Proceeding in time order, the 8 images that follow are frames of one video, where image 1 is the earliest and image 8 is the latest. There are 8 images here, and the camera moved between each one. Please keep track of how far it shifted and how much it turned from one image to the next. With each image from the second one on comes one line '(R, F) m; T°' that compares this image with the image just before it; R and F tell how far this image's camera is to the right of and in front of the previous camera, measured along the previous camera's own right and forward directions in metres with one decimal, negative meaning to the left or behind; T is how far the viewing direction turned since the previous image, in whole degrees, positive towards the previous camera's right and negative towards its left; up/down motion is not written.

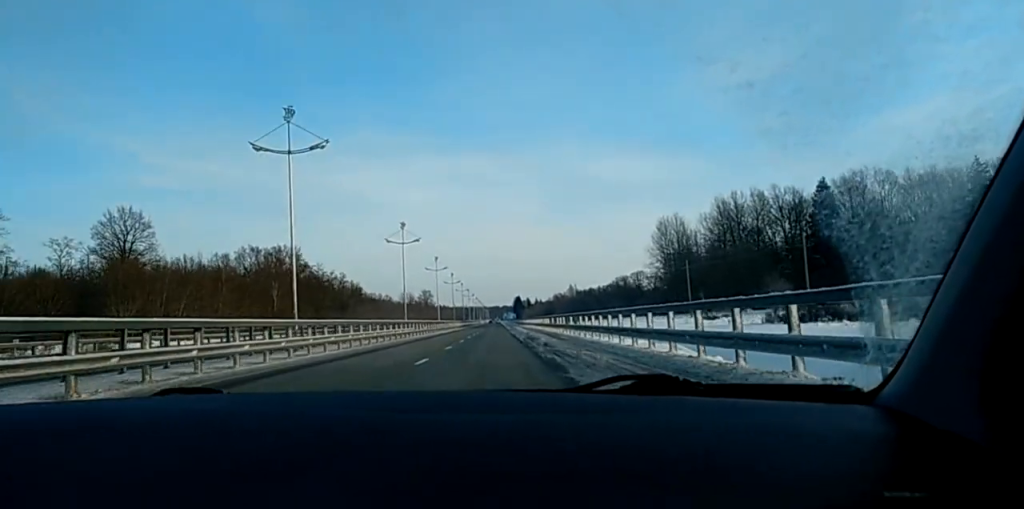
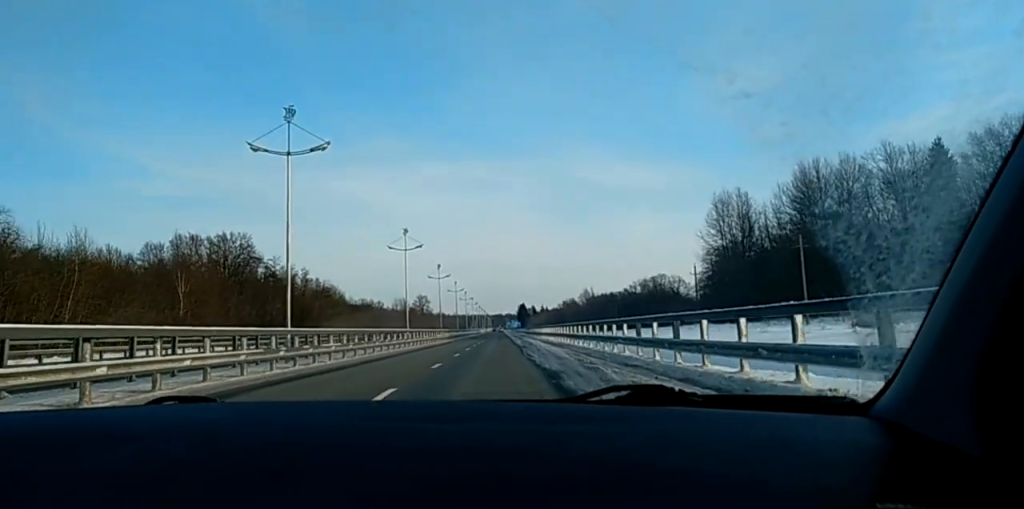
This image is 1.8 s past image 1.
(+0.8, +45.6) m; +1°
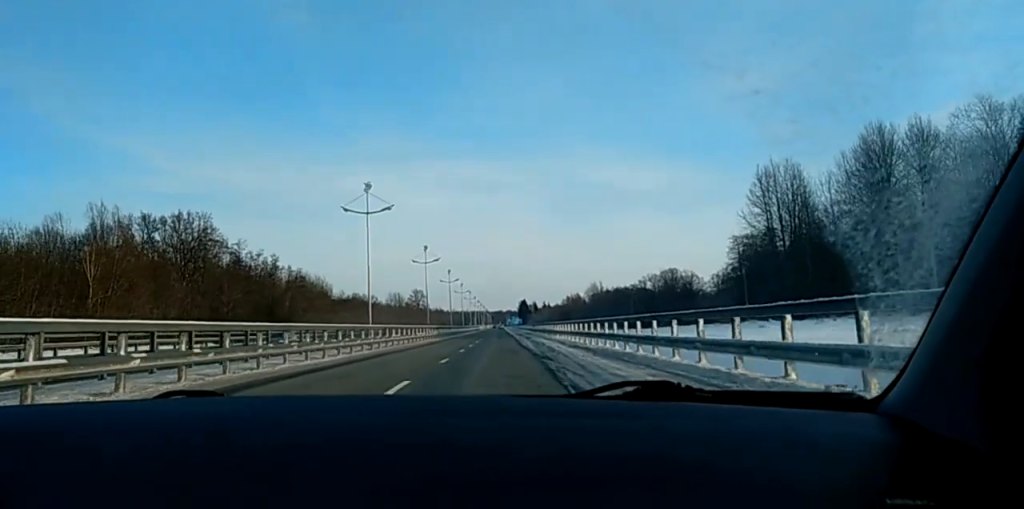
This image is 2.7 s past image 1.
(-0.2, +23.1) m; -1°
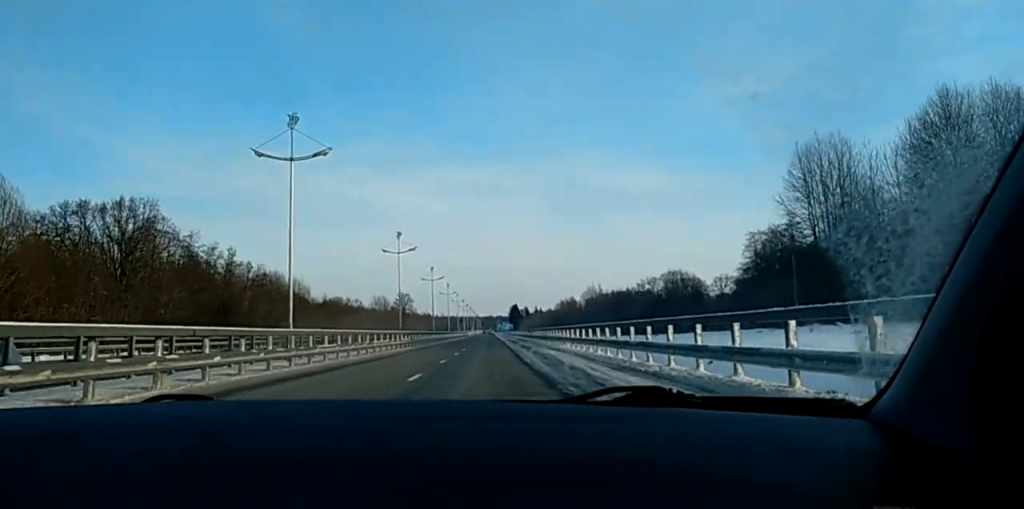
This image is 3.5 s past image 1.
(-0.2, +19.2) m; 0°
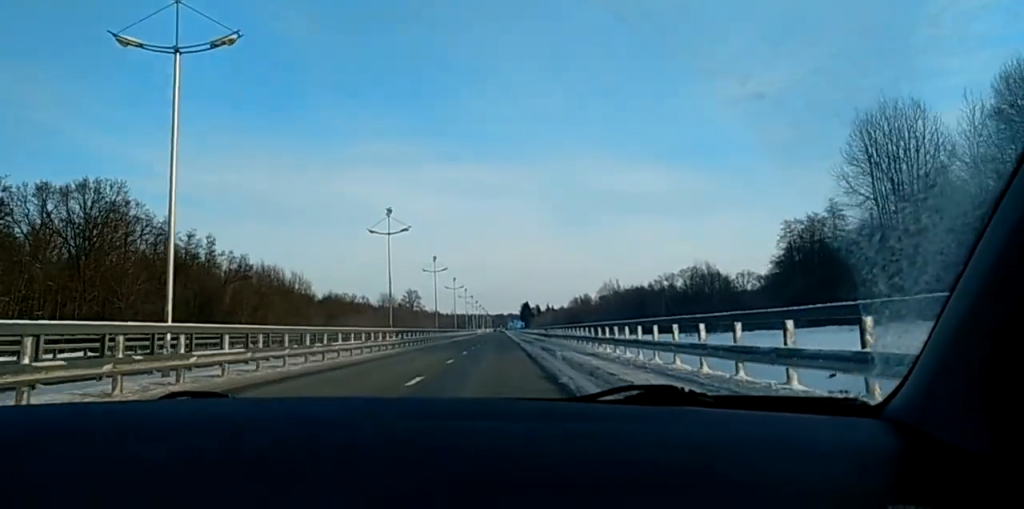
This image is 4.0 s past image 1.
(0.0, +14.1) m; 0°
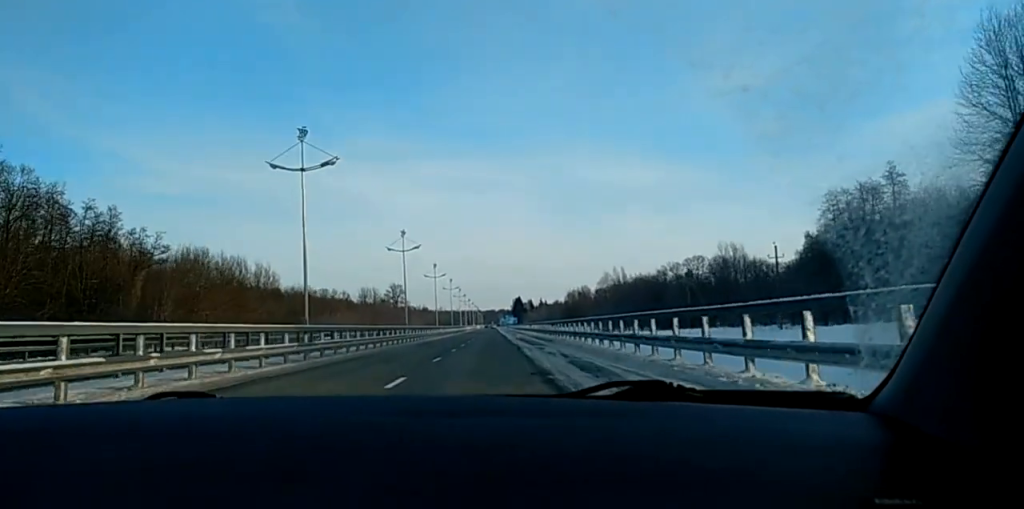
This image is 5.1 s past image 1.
(+0.2, +26.1) m; 0°
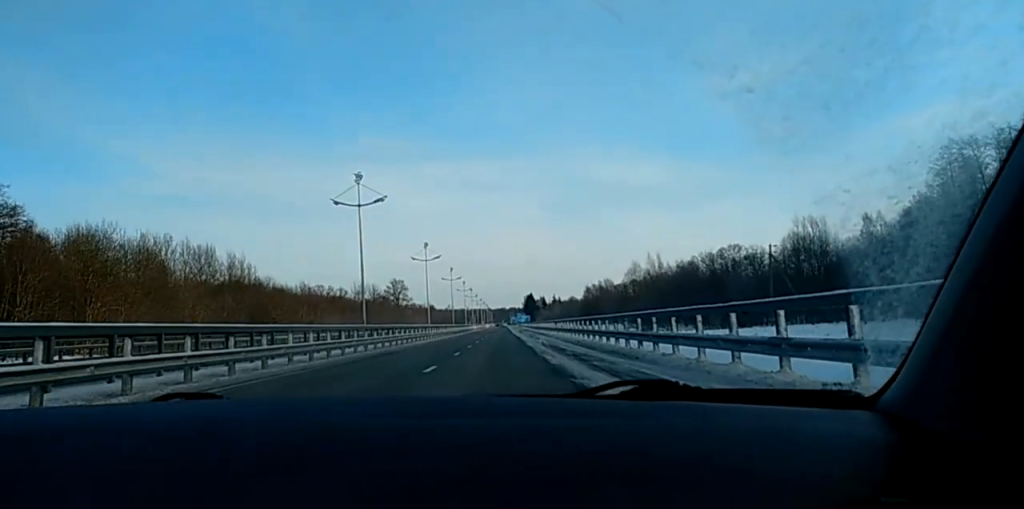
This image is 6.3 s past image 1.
(0.0, +30.8) m; +1°
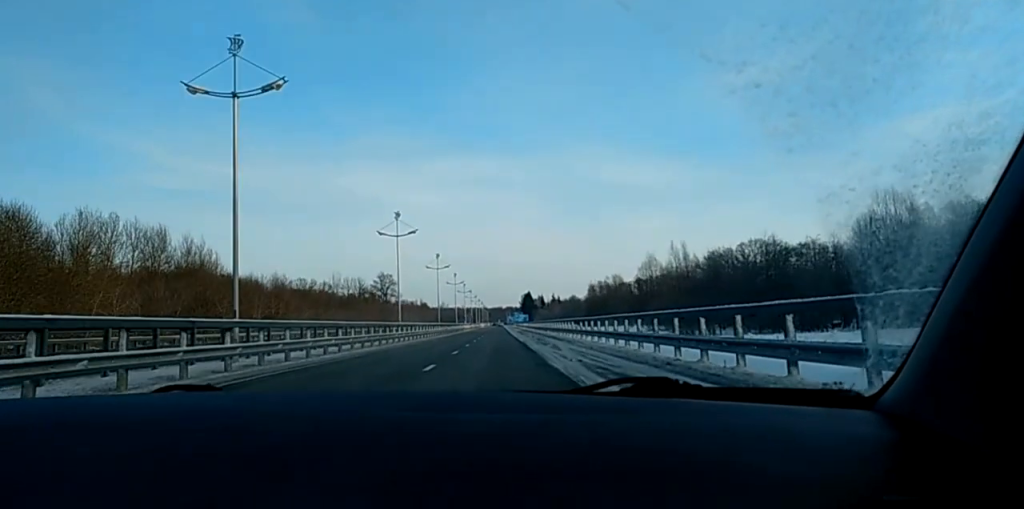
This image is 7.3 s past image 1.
(+0.6, +24.5) m; +2°
